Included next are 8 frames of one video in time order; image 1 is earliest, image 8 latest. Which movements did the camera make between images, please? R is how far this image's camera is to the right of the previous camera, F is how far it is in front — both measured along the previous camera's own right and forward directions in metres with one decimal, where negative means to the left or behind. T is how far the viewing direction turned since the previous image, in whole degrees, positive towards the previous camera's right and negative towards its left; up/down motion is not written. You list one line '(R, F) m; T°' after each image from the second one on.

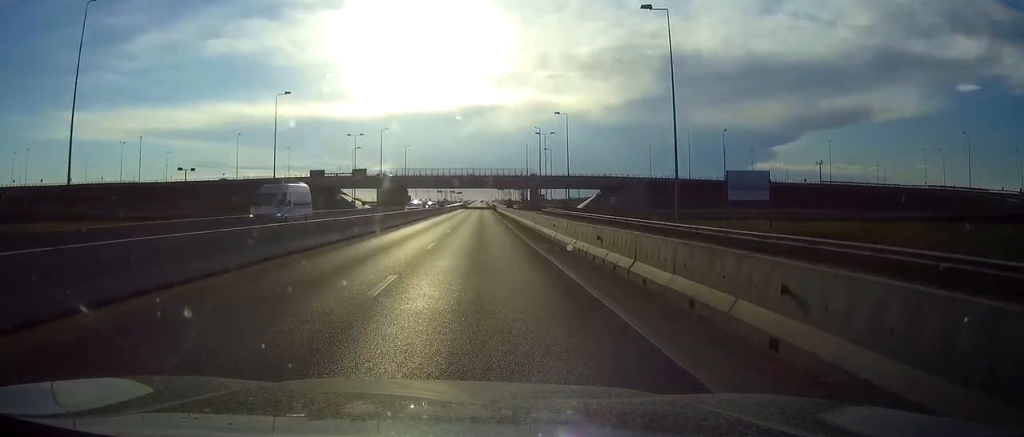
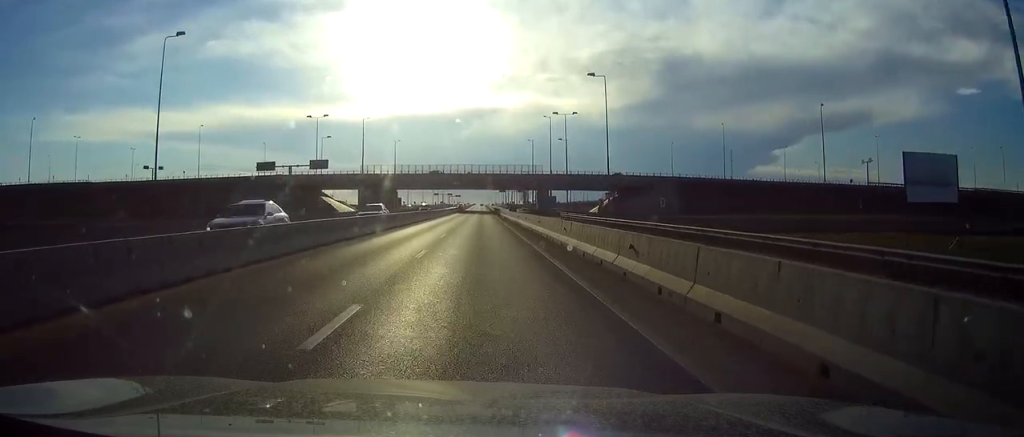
(0.0, +28.0) m; 0°
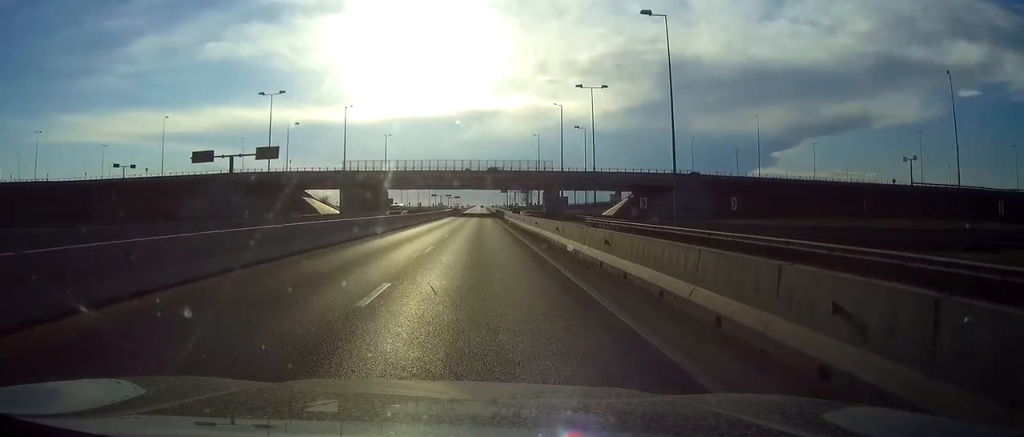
(0.0, +20.9) m; 0°
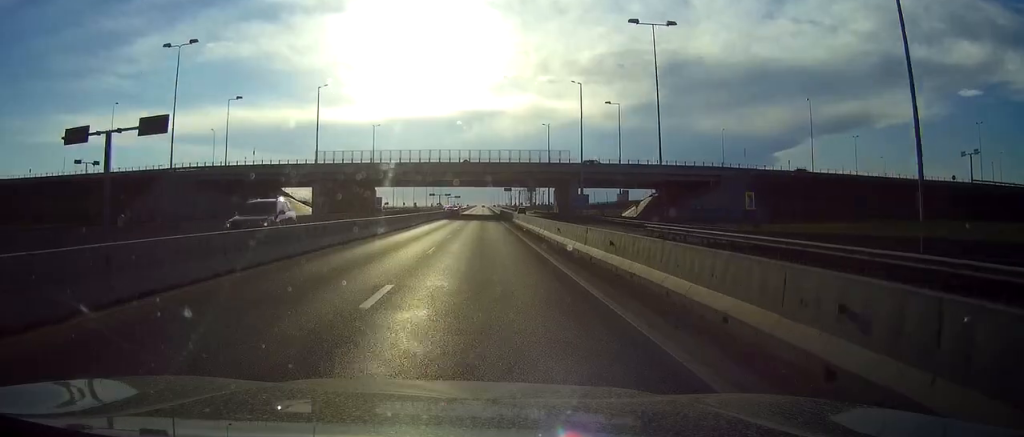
(0.0, +23.8) m; 0°
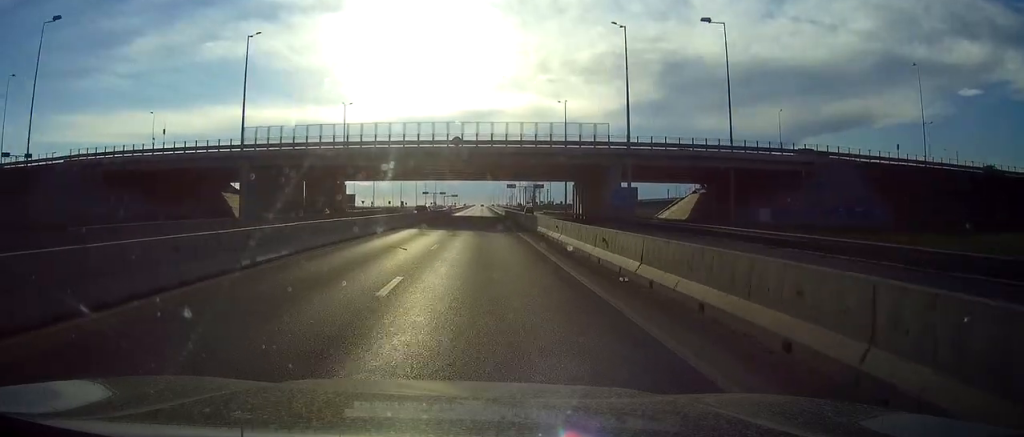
(0.0, +34.7) m; 0°
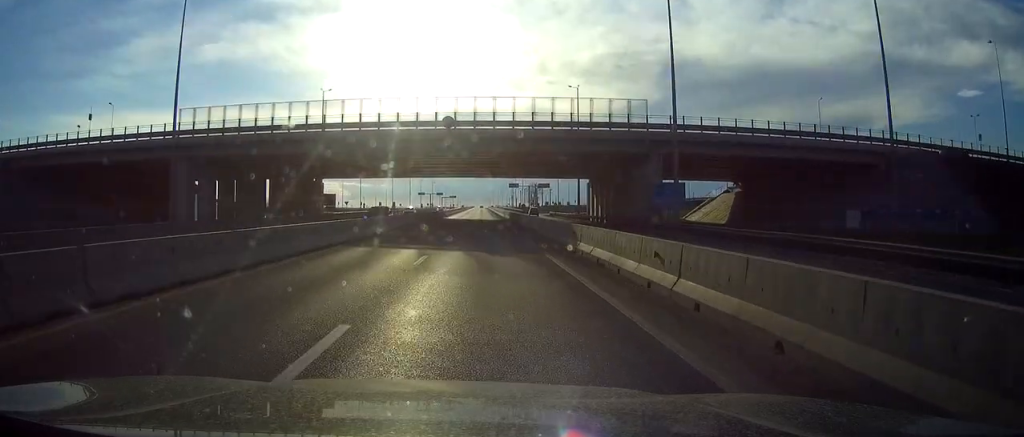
(0.0, +17.8) m; 0°
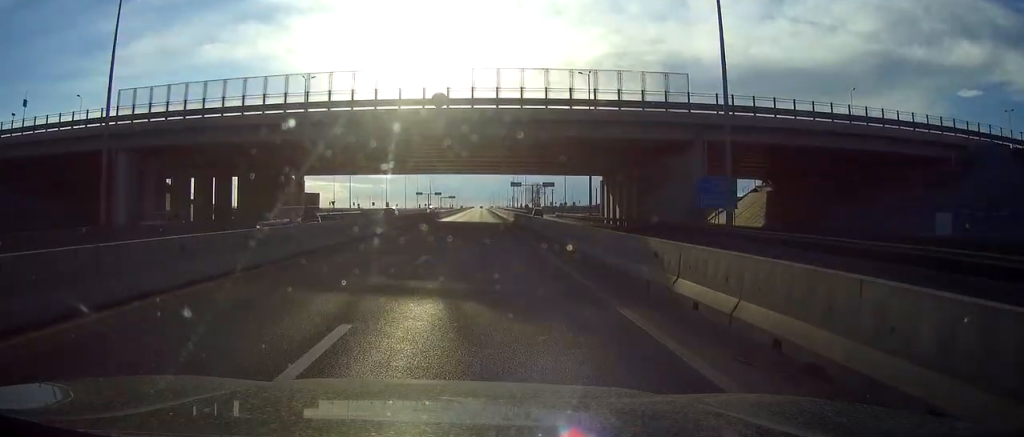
(+0.1, +11.9) m; 0°
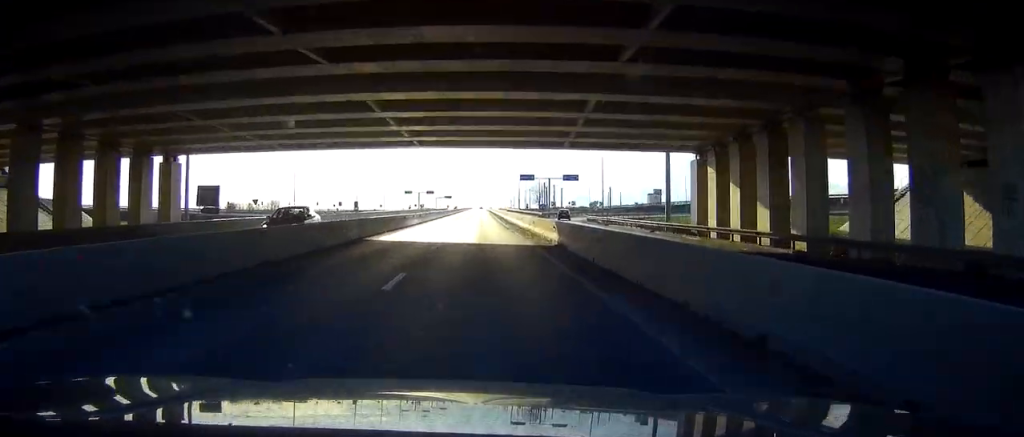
(-0.1, +41.5) m; 0°
